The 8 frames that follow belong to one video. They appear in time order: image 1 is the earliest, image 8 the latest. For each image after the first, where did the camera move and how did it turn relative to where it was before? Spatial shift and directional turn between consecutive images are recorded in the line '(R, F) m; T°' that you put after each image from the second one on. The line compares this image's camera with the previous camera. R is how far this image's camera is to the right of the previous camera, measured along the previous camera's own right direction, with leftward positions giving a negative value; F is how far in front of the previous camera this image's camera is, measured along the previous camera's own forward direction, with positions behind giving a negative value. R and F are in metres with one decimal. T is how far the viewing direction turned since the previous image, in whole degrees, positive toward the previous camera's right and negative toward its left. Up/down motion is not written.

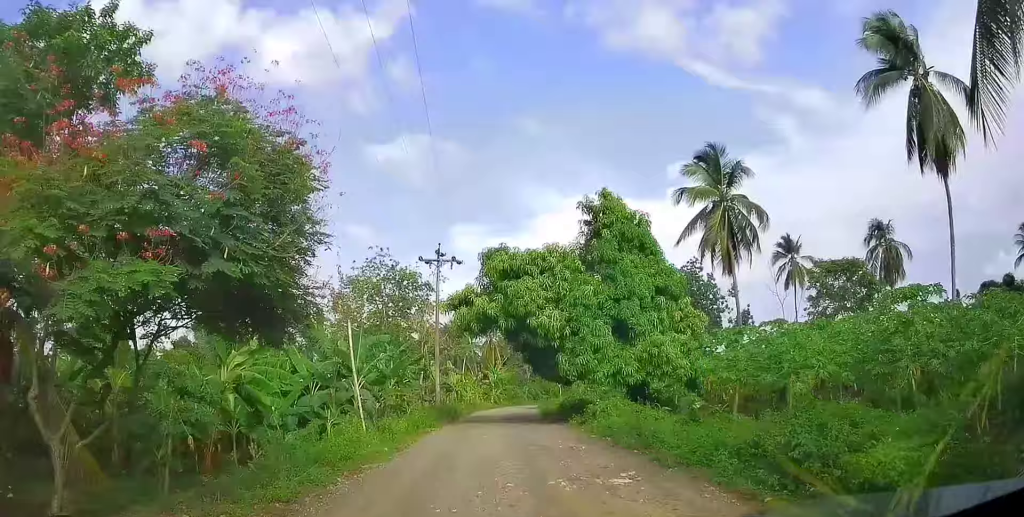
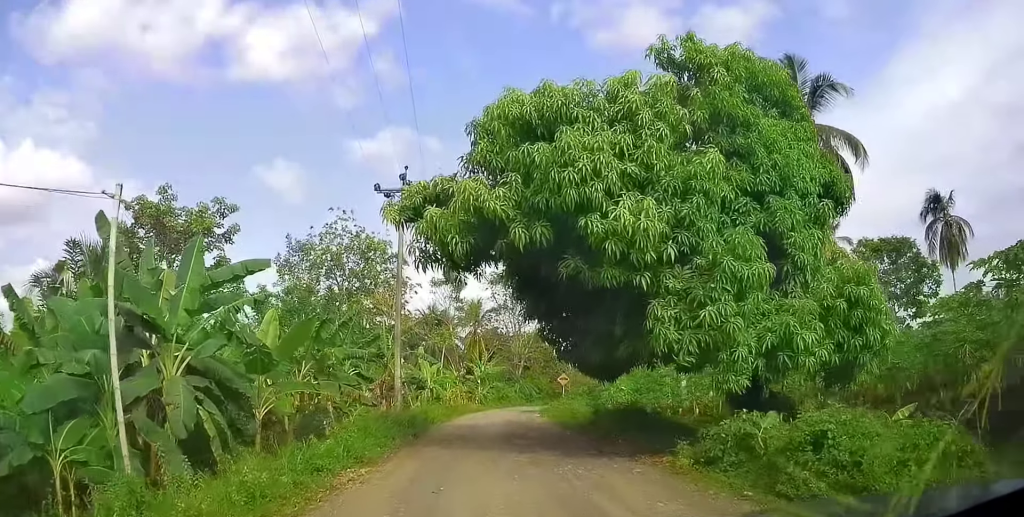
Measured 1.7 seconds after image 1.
(+0.5, +11.8) m; 0°
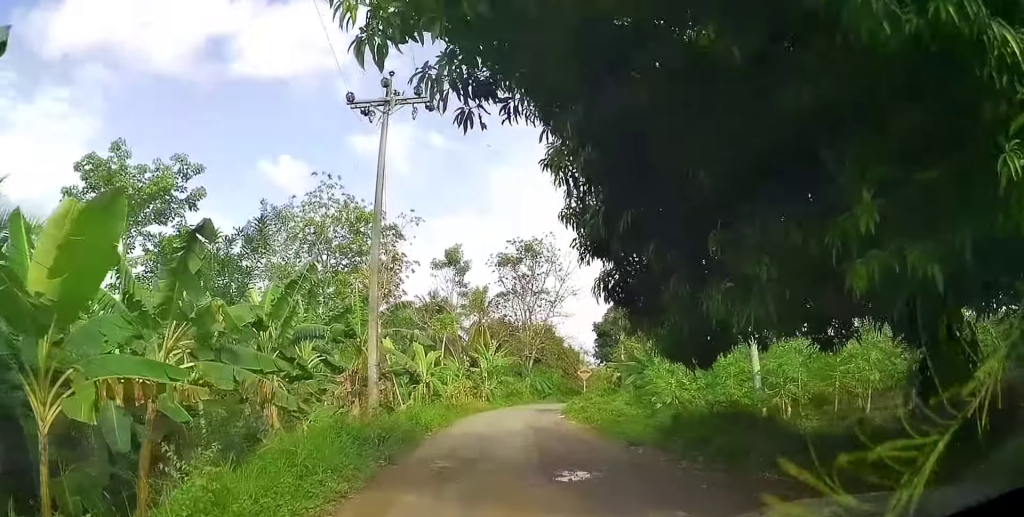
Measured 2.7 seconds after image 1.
(-0.3, +7.0) m; -2°
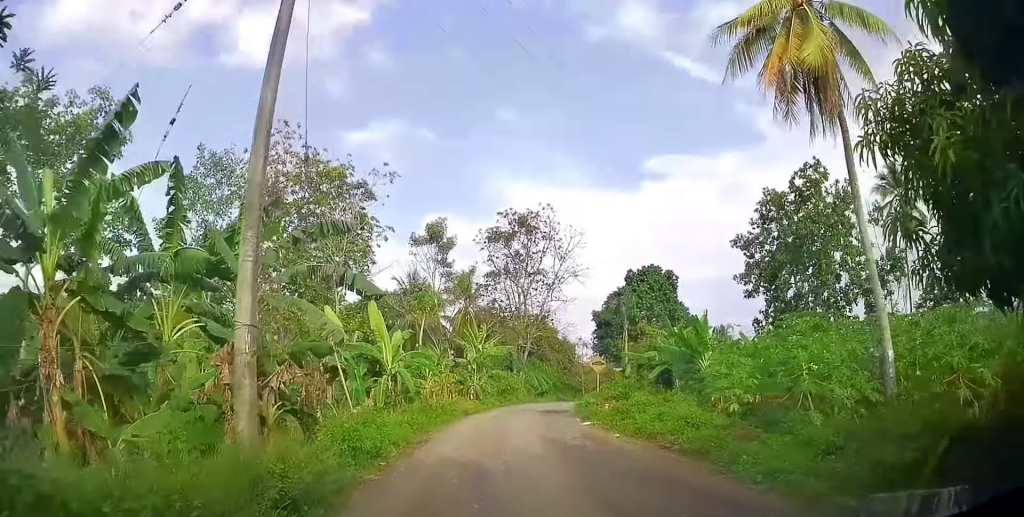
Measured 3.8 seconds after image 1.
(+0.1, +7.9) m; +4°
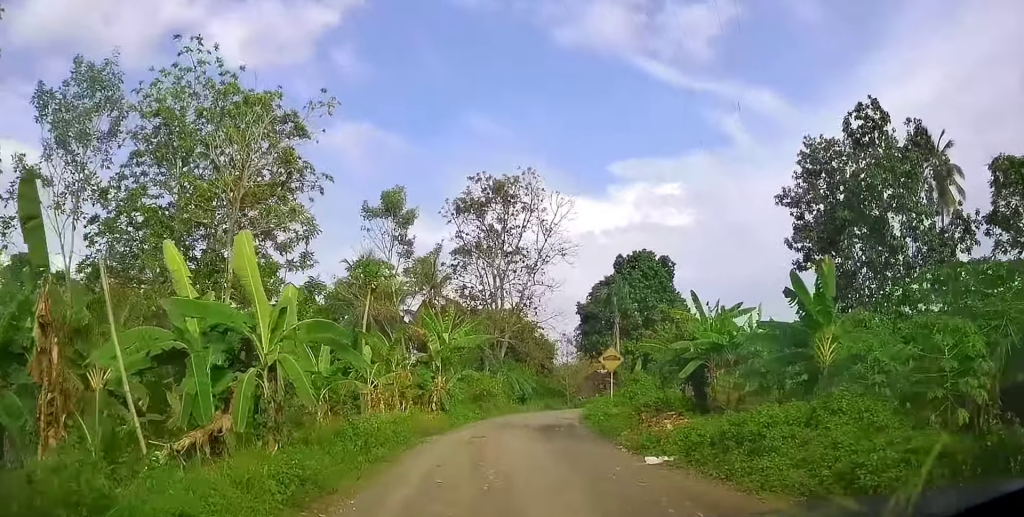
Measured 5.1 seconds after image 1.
(+0.6, +9.3) m; +3°
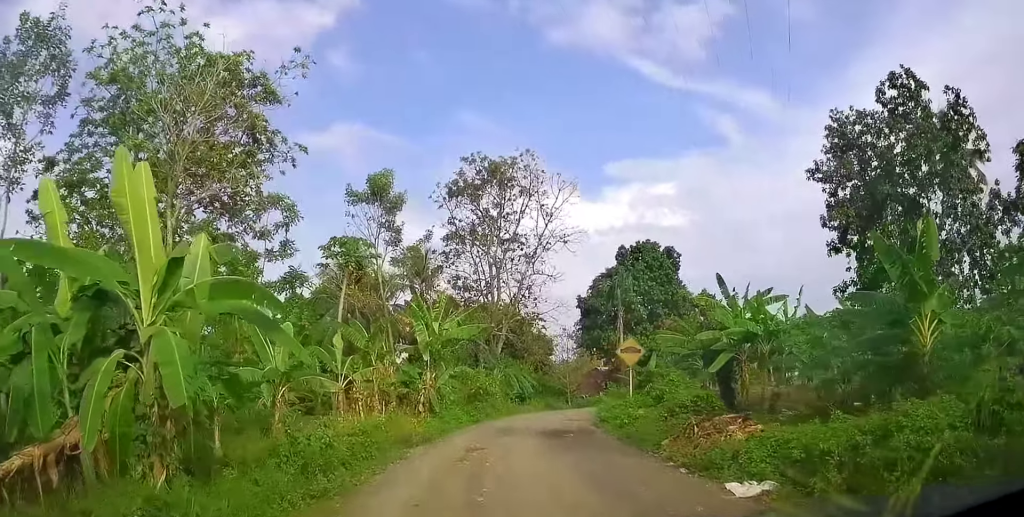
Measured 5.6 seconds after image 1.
(0.0, +3.6) m; 0°
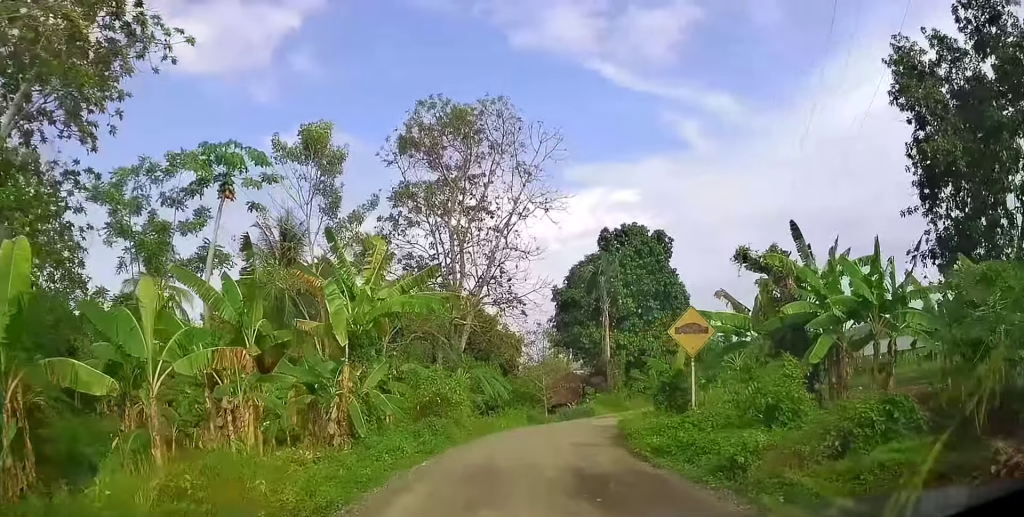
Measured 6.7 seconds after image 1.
(-0.2, +8.7) m; +2°
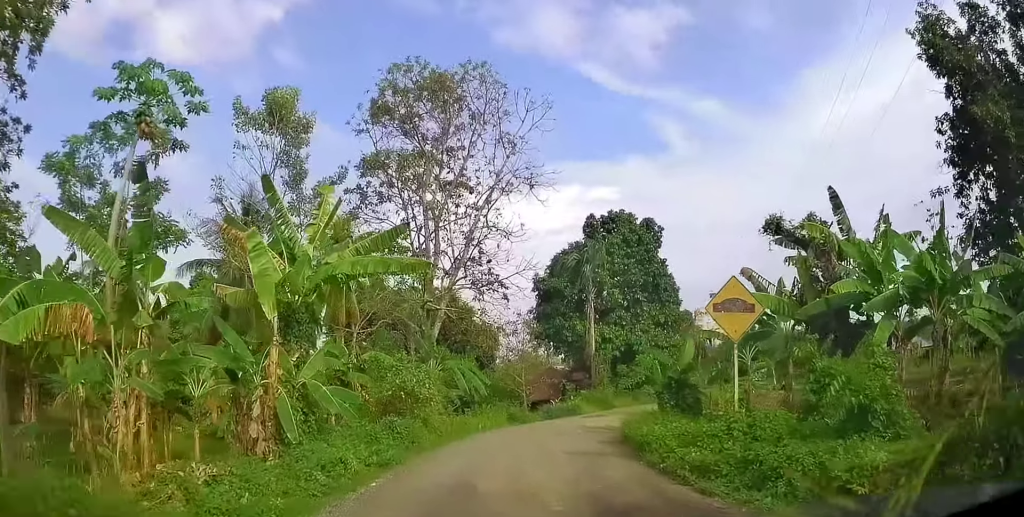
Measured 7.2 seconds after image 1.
(+0.1, +3.2) m; +2°
